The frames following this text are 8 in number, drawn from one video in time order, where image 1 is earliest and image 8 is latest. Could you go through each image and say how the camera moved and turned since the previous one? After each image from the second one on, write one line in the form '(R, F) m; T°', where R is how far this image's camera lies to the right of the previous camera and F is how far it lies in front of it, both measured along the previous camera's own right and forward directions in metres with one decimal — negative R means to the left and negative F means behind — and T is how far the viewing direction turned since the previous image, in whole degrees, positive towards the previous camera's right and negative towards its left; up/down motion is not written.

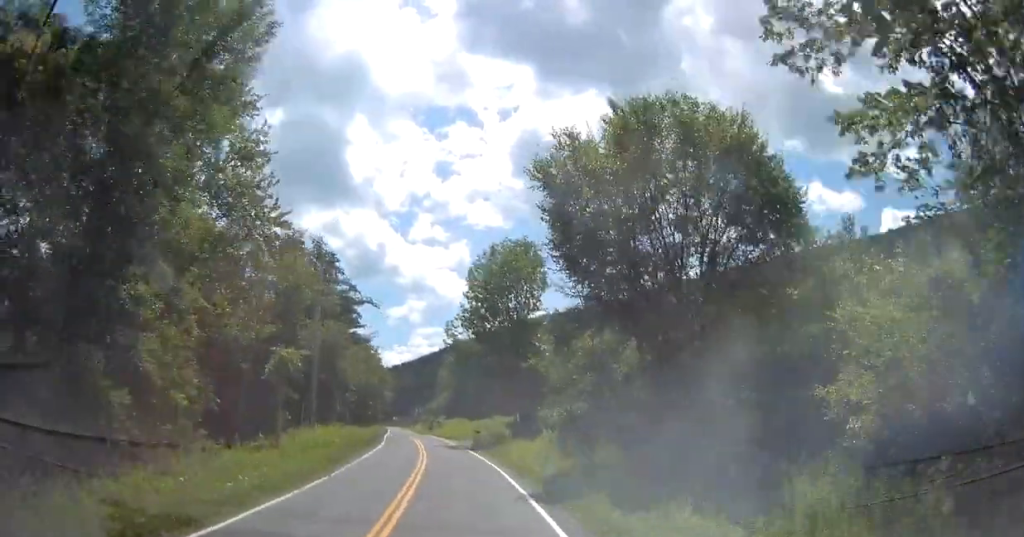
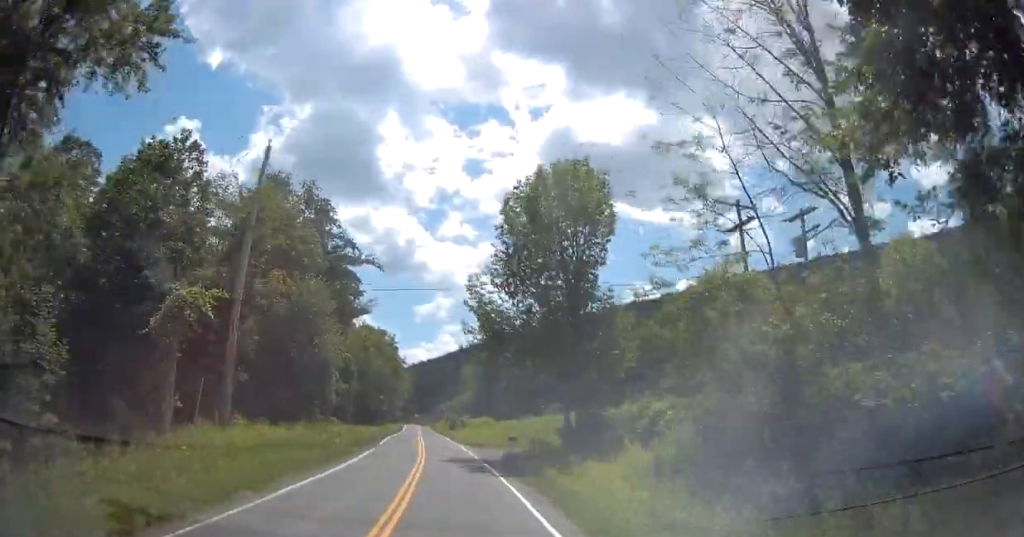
(-0.4, +15.7) m; -3°
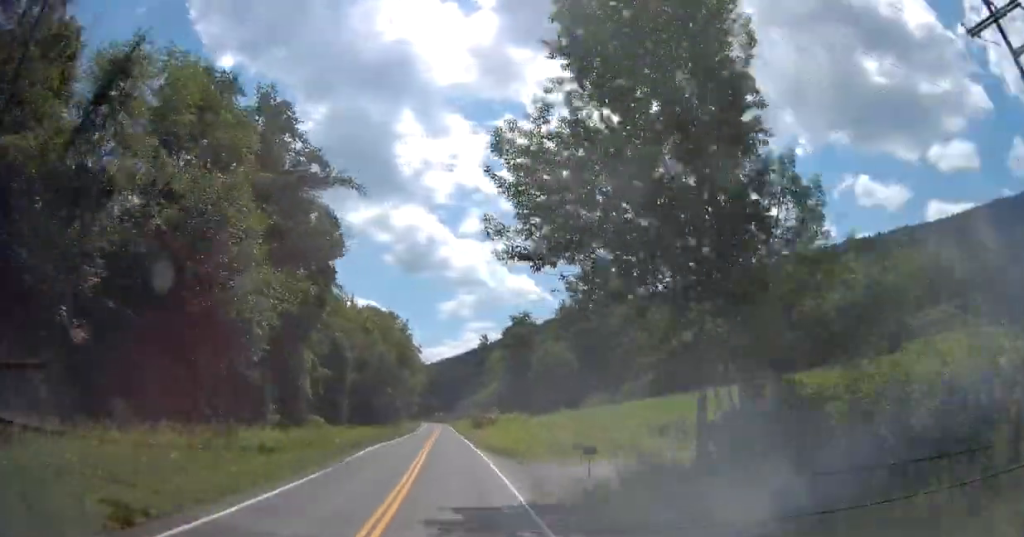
(-0.6, +17.0) m; -2°
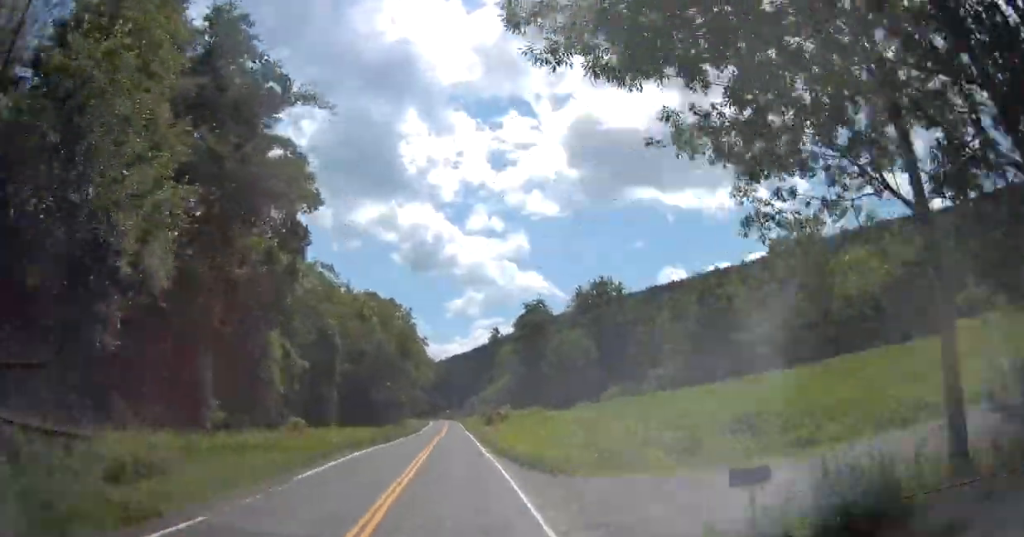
(0.0, +9.3) m; -1°
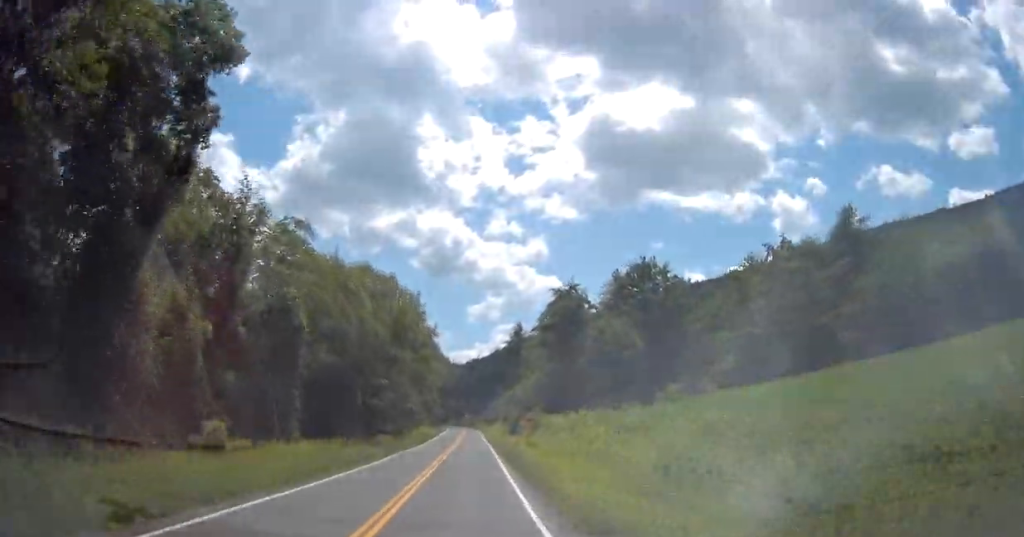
(-0.2, +16.7) m; -1°
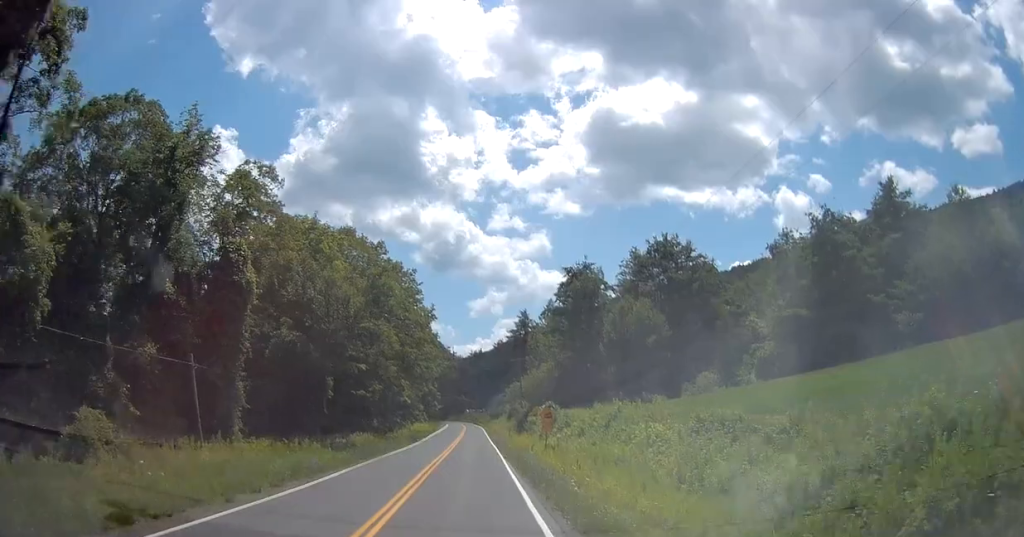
(-0.2, +10.1) m; 0°
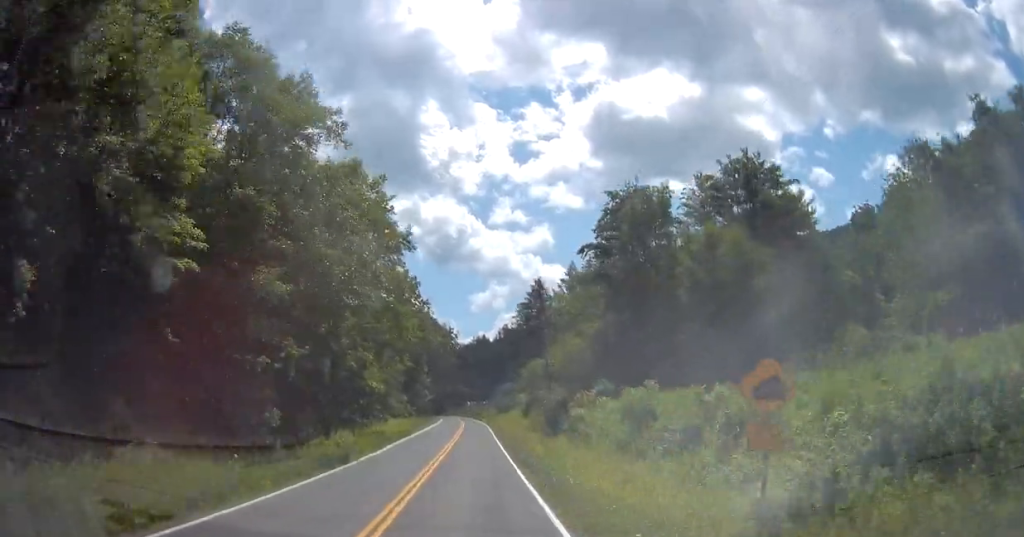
(+0.3, +27.4) m; +1°
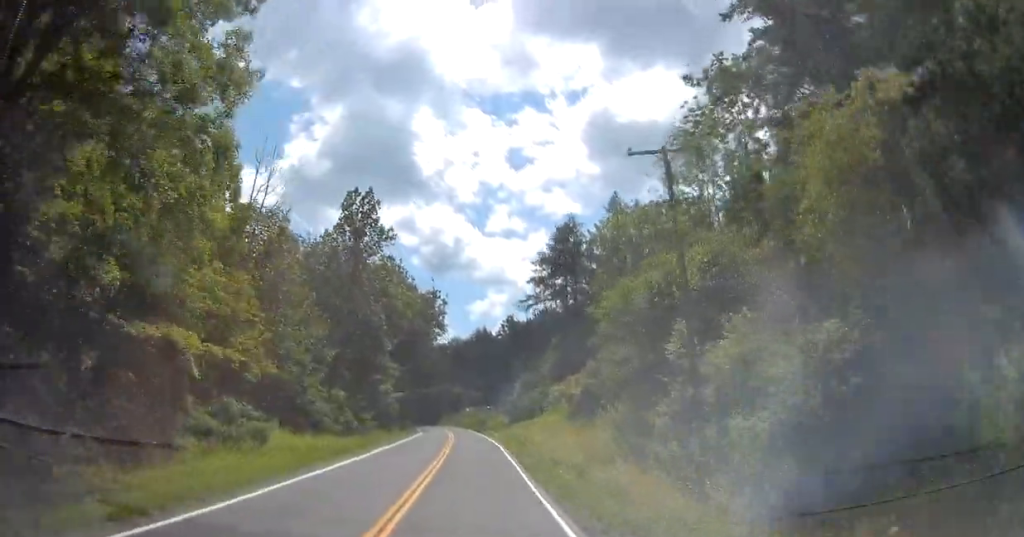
(0.0, +35.8) m; -1°
